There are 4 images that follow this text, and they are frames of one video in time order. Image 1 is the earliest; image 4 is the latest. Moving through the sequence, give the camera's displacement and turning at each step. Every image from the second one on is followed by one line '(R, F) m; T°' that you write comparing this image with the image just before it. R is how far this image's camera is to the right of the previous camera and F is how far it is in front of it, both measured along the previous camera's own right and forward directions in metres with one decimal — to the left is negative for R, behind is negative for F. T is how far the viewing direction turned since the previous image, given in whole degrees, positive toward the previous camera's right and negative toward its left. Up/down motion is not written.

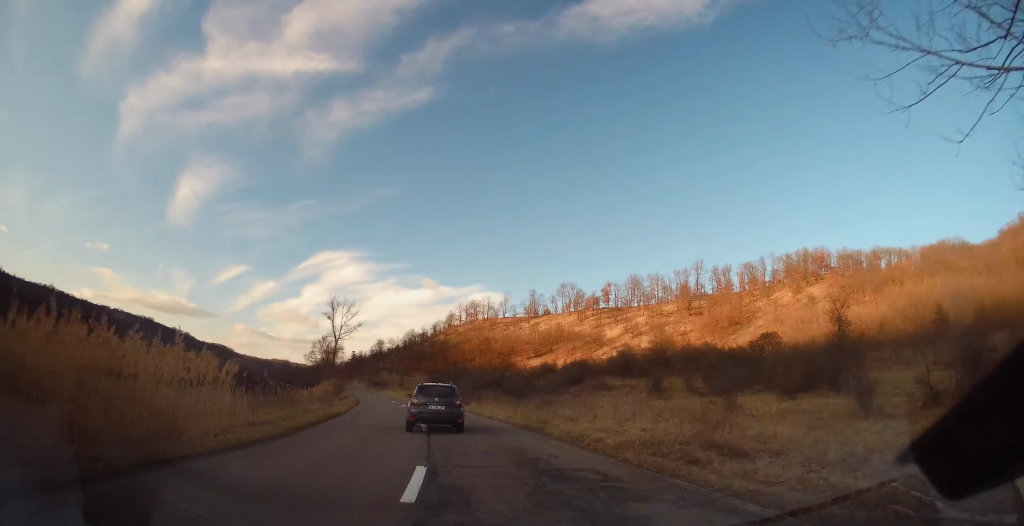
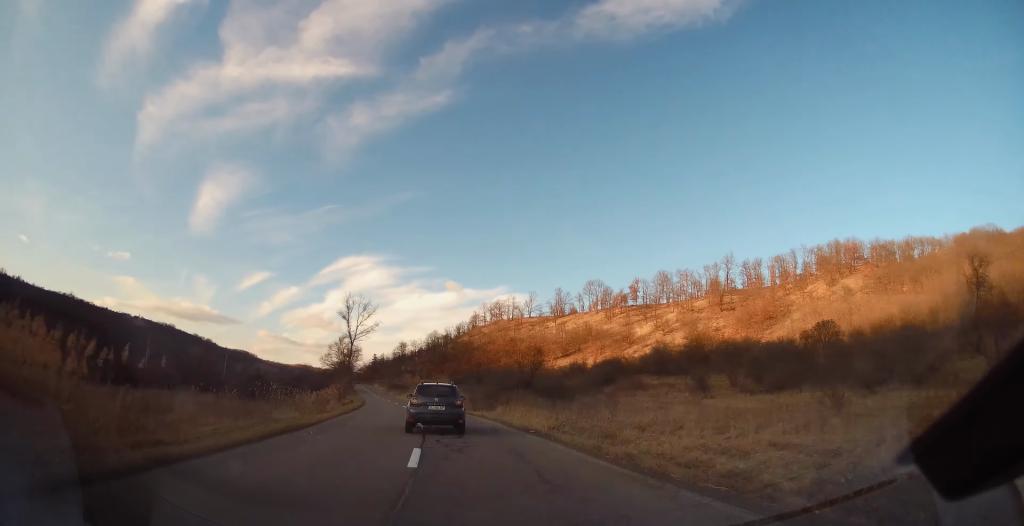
(-0.3, +8.4) m; -3°
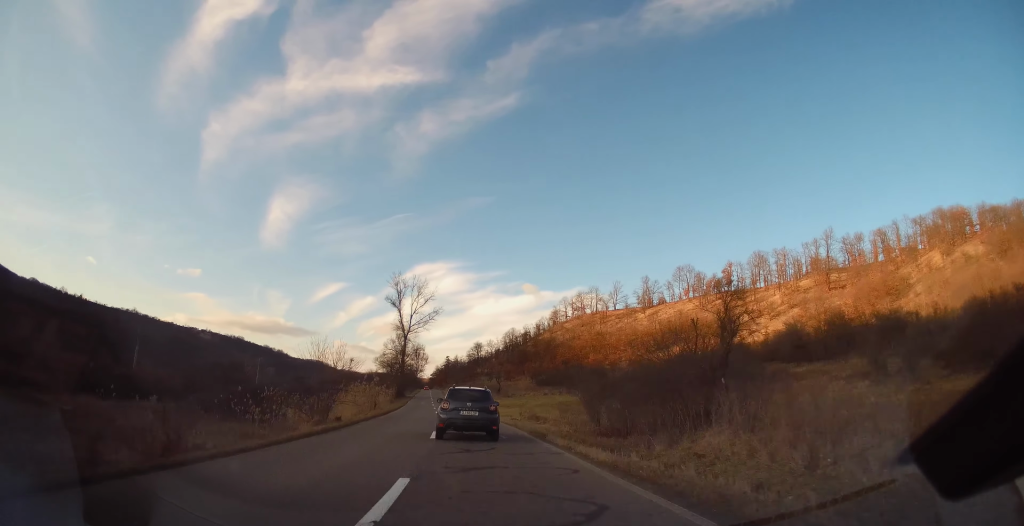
(-2.2, +27.0) m; -7°
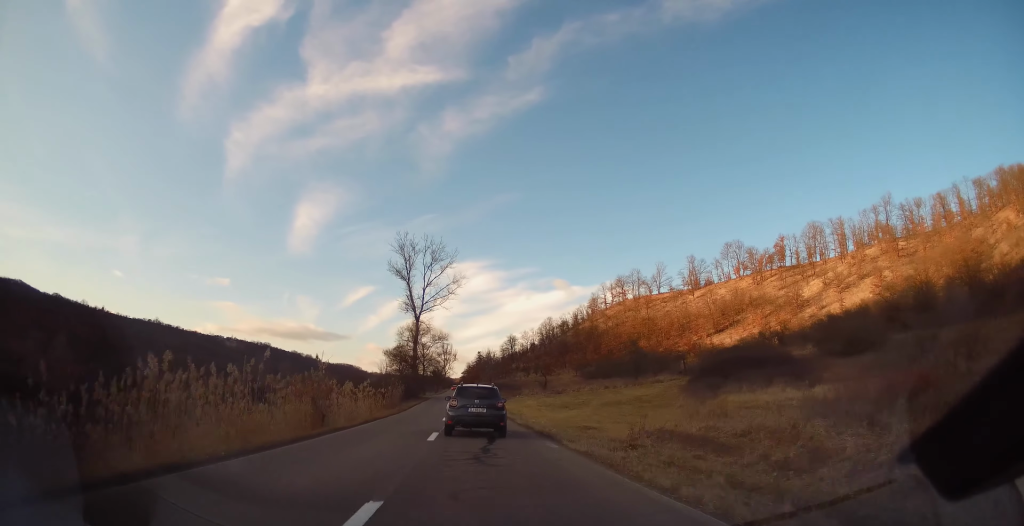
(-0.8, +24.9) m; -4°
